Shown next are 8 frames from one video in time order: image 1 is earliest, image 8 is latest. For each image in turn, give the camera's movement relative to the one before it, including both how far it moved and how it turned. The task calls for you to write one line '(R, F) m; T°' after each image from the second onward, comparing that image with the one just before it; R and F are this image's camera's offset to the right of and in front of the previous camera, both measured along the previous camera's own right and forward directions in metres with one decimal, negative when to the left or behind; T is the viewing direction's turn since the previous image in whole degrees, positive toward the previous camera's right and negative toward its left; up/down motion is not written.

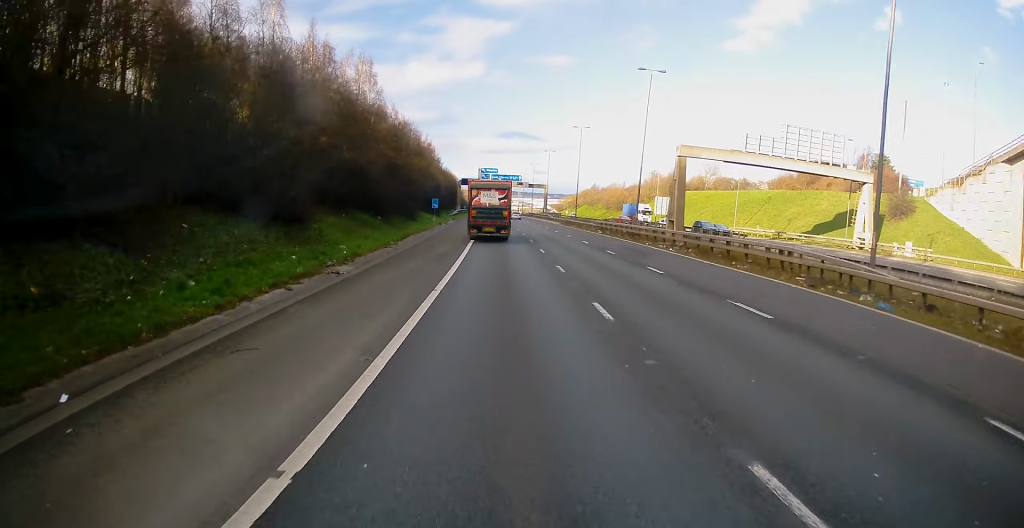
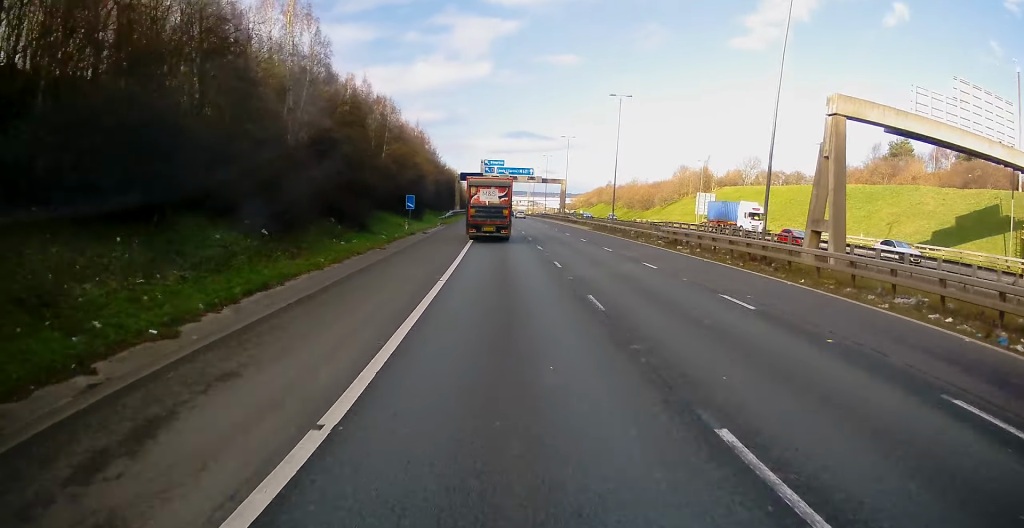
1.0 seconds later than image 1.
(-0.3, +25.5) m; -1°
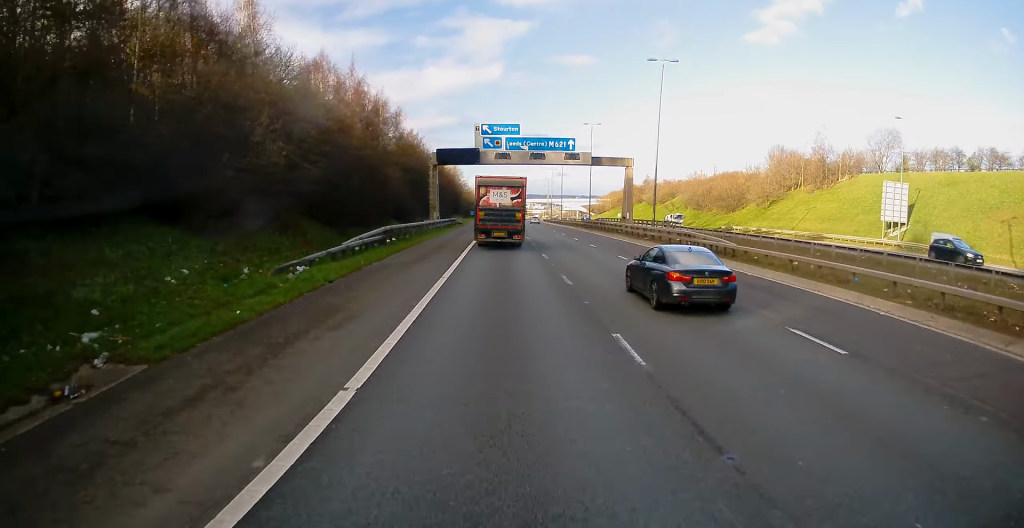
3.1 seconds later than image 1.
(-0.8, +57.3) m; -2°
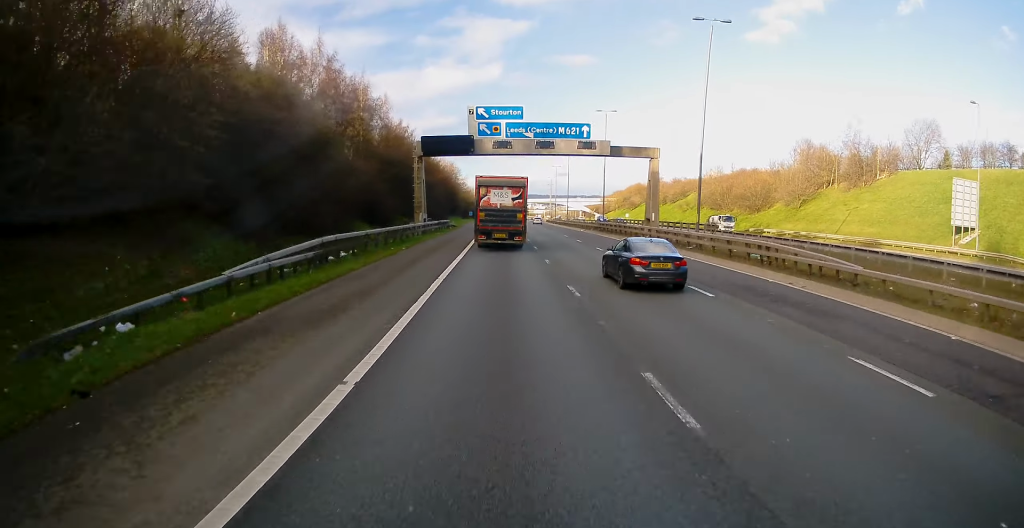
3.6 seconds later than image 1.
(0.0, +11.5) m; 0°
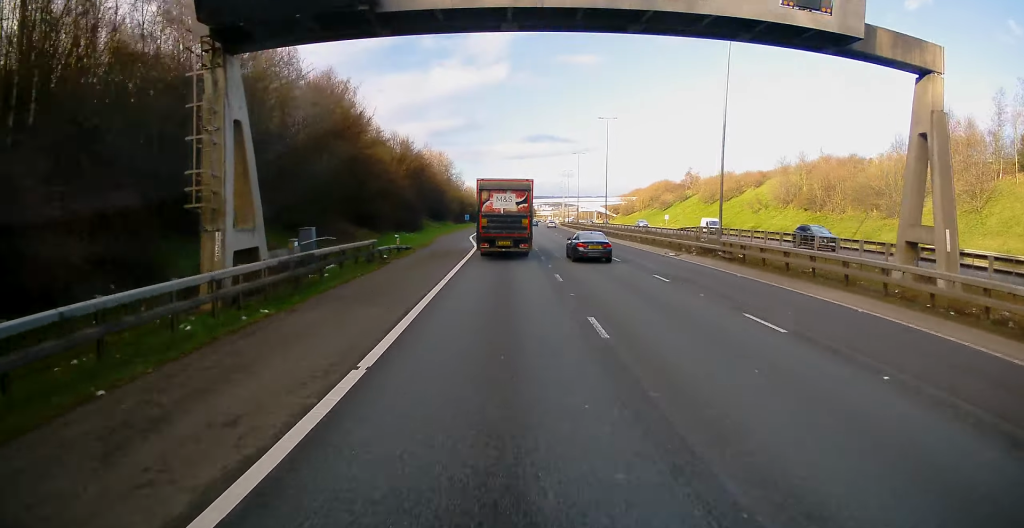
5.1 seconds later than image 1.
(+0.3, +39.8) m; 0°
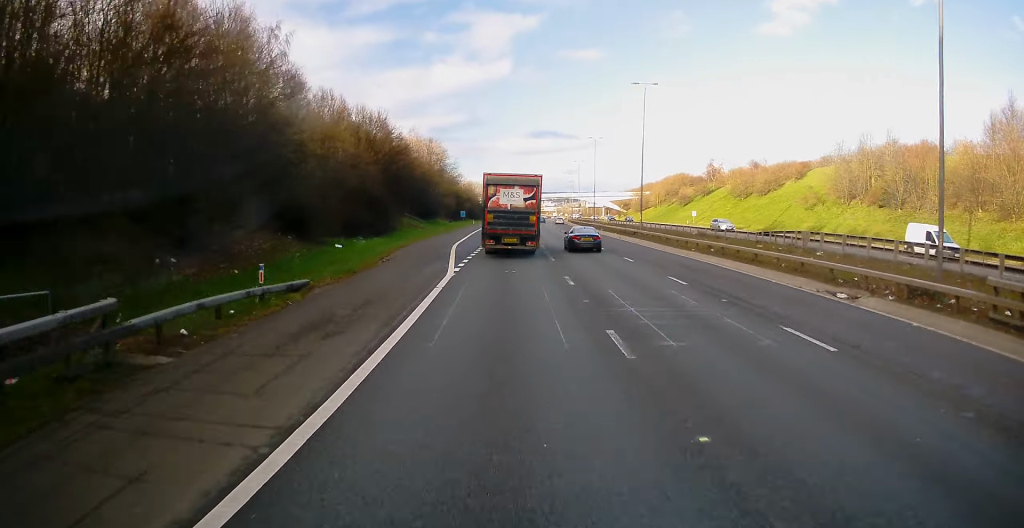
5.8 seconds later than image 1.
(-0.1, +19.2) m; 0°
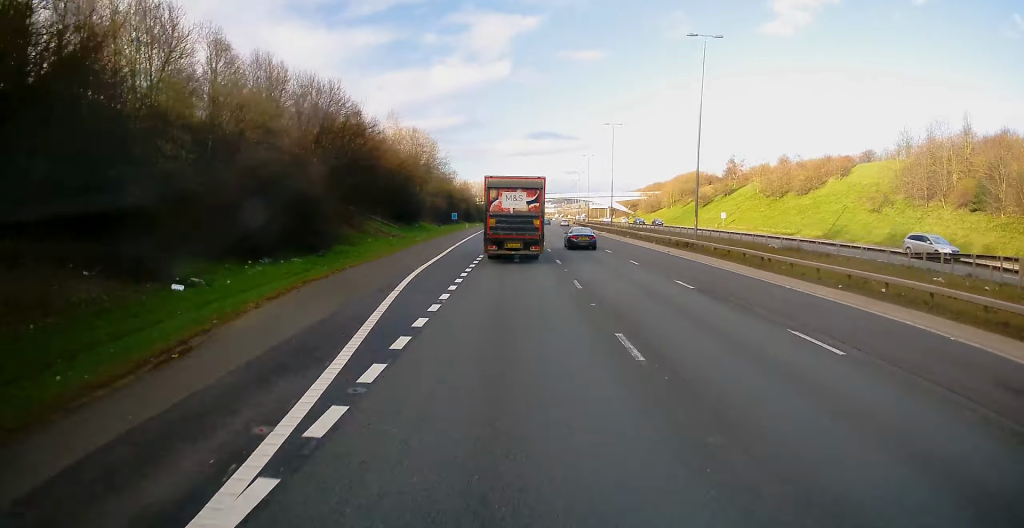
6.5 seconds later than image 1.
(-0.3, +17.5) m; 0°
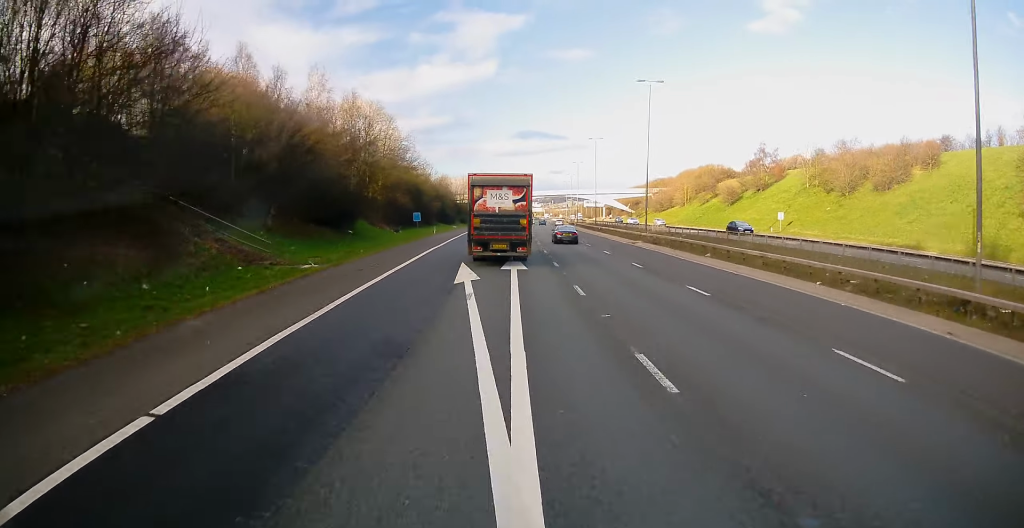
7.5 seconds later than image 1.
(+0.5, +28.2) m; +1°
